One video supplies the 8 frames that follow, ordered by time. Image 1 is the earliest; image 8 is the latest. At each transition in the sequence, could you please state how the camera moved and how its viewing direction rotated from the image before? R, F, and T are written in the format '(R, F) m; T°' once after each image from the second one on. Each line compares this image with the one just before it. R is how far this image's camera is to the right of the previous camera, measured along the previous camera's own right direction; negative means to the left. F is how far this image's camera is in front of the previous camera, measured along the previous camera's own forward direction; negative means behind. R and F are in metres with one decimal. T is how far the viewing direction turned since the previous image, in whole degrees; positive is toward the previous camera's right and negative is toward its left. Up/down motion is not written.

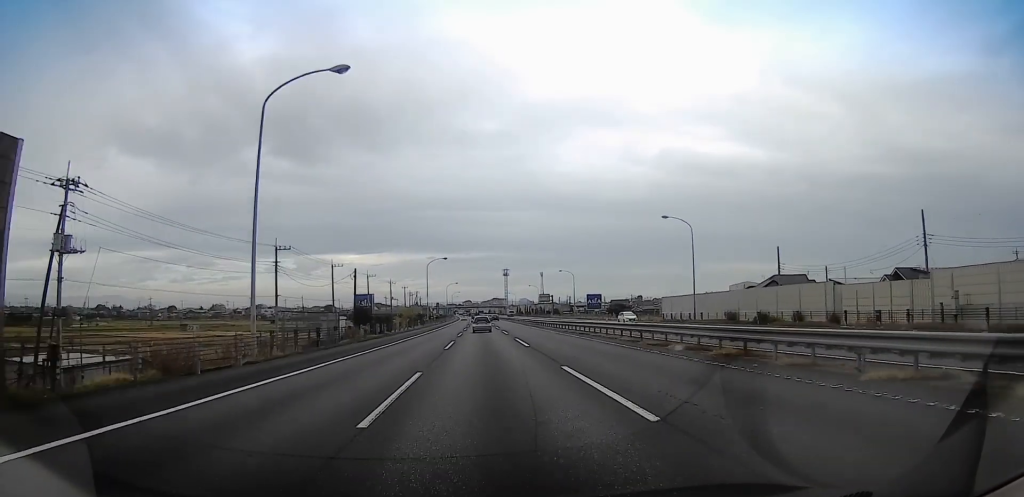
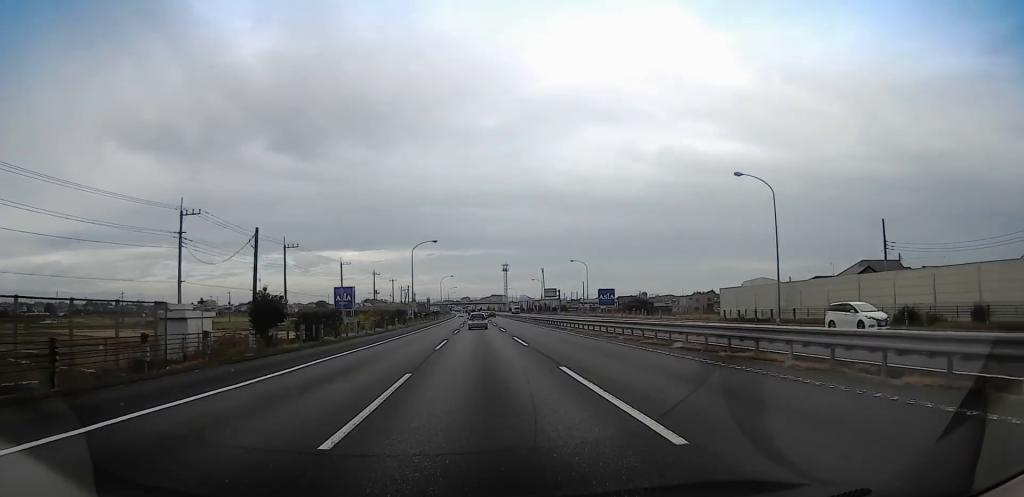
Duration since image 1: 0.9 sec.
(0.0, +21.3) m; 0°
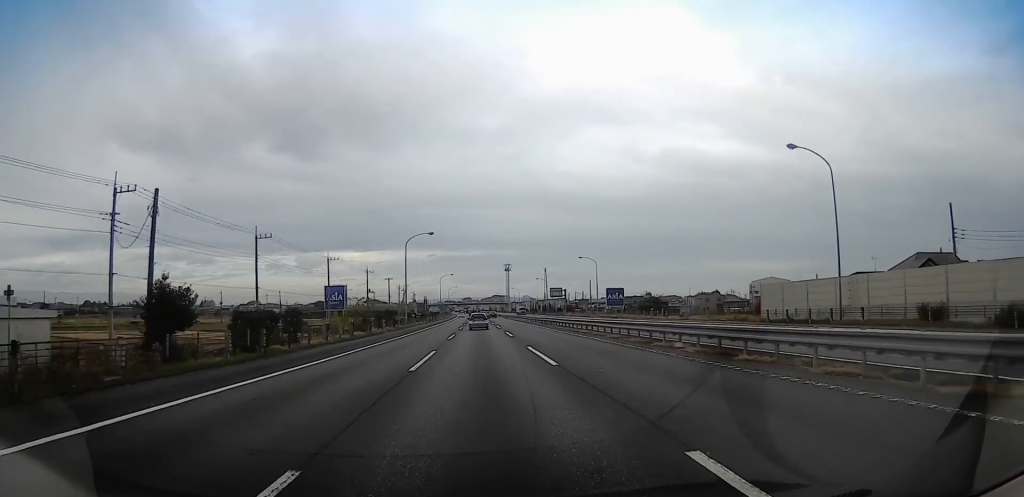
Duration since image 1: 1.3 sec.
(0.0, +9.4) m; 0°
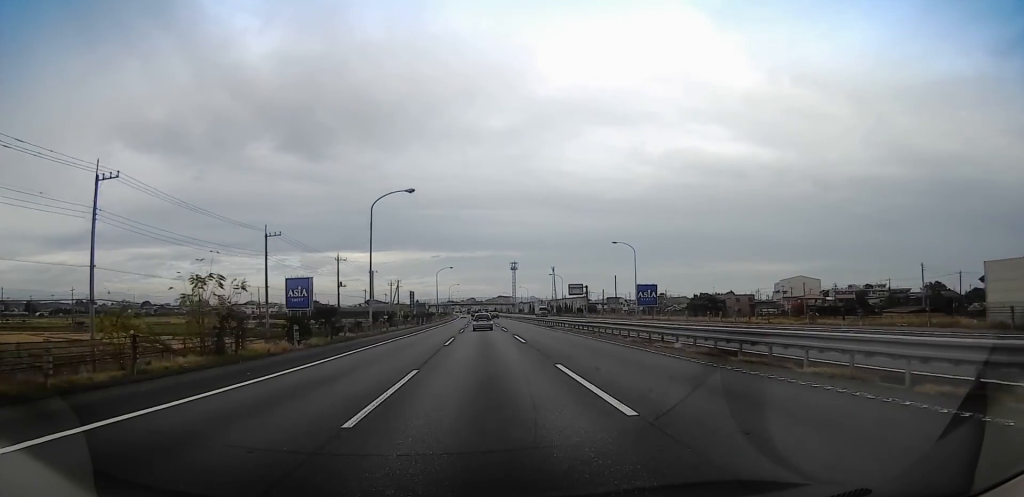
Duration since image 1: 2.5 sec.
(0.0, +27.9) m; 0°
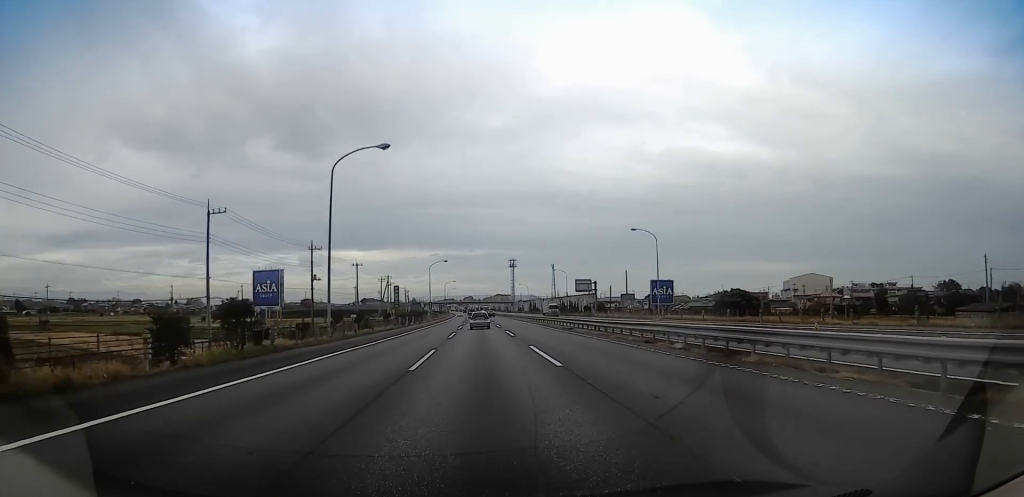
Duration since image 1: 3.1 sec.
(0.0, +13.9) m; 0°
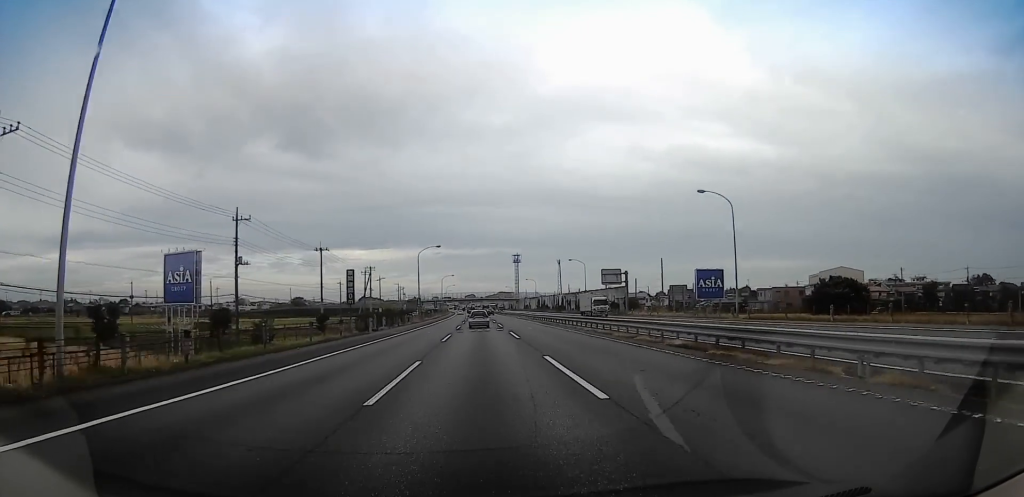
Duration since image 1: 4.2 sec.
(0.0, +26.1) m; 0°
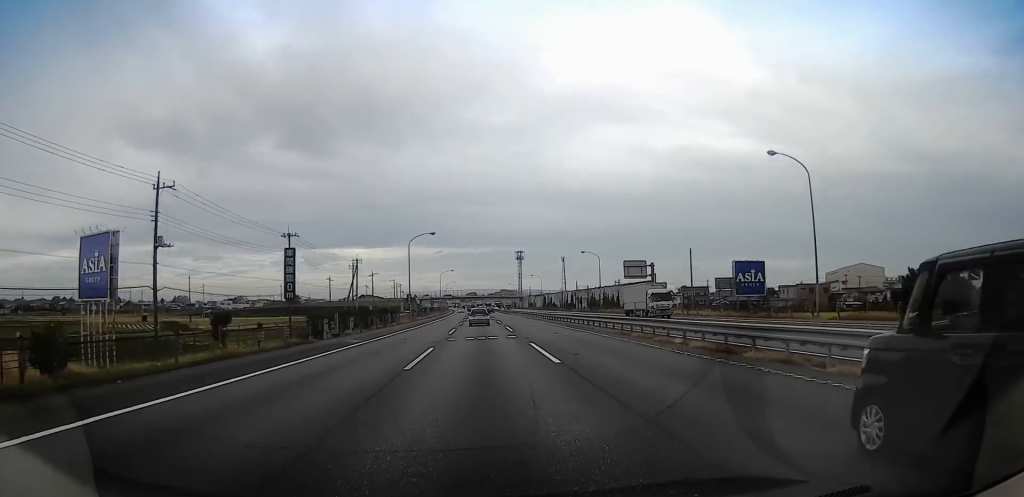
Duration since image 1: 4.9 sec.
(0.0, +14.5) m; 0°
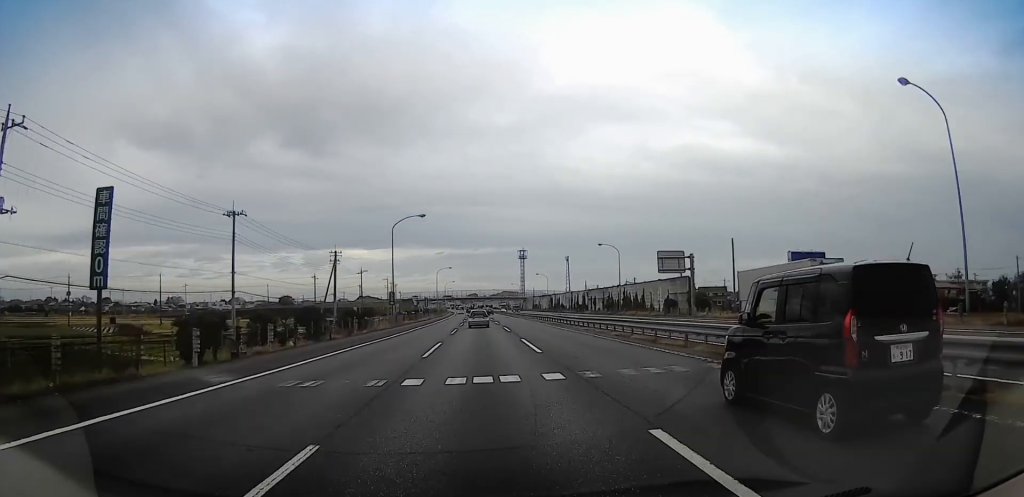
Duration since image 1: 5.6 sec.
(0.0, +16.6) m; 0°
